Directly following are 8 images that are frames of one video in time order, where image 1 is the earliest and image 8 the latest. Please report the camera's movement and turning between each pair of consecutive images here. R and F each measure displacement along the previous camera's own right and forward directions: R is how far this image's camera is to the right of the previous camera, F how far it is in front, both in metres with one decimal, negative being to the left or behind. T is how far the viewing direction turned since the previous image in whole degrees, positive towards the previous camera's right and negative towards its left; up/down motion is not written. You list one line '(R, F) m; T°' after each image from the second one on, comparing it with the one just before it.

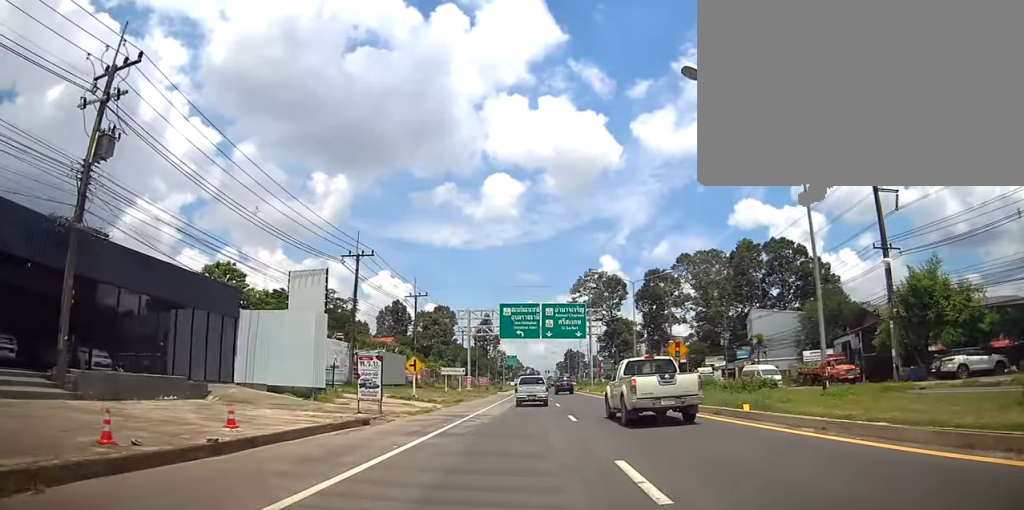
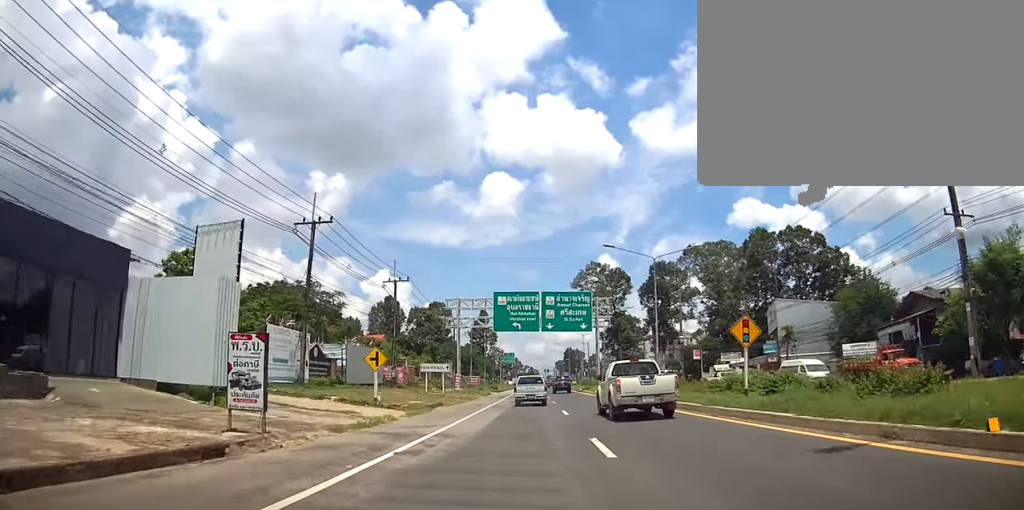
(+0.2, +8.7) m; 0°
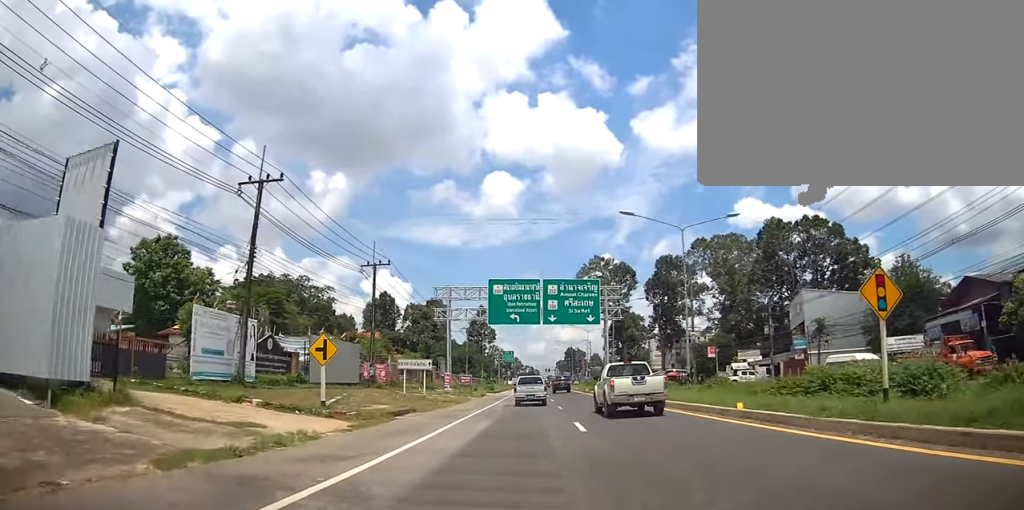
(-0.1, +7.2) m; -1°
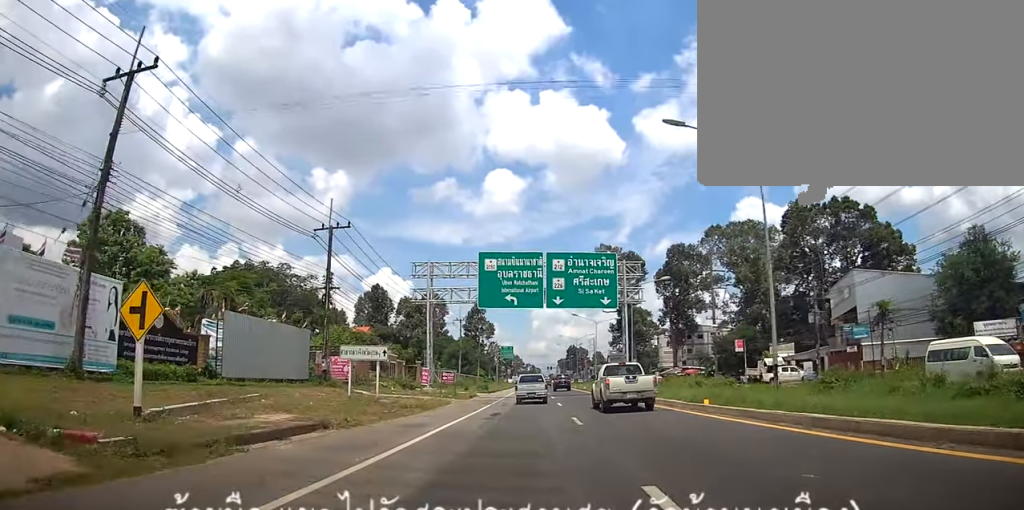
(-0.1, +10.6) m; -1°
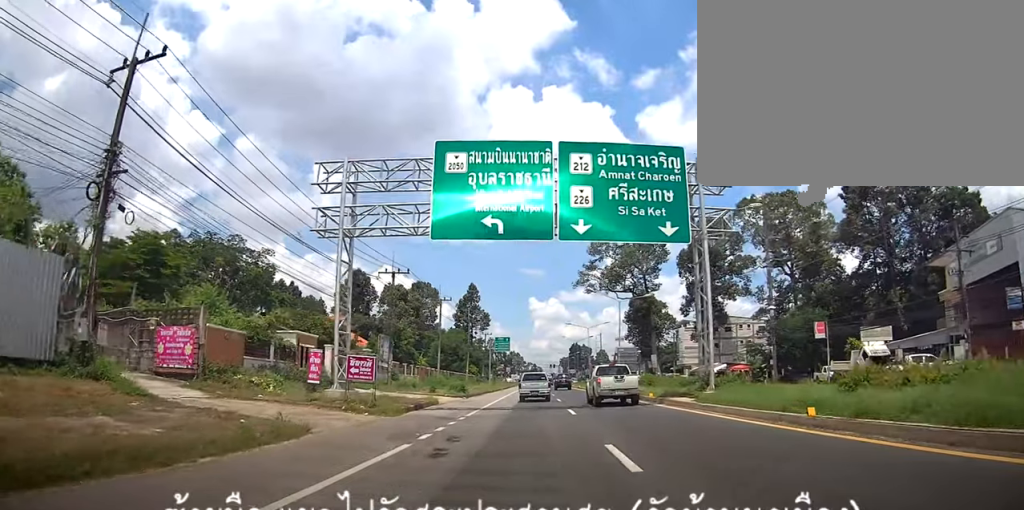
(-0.1, +20.2) m; 0°
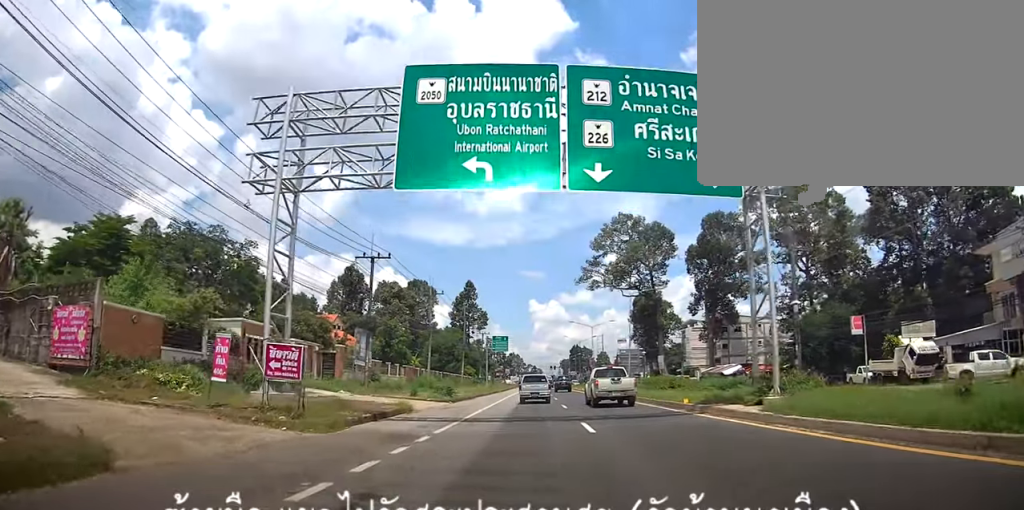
(0.0, +6.2) m; 0°
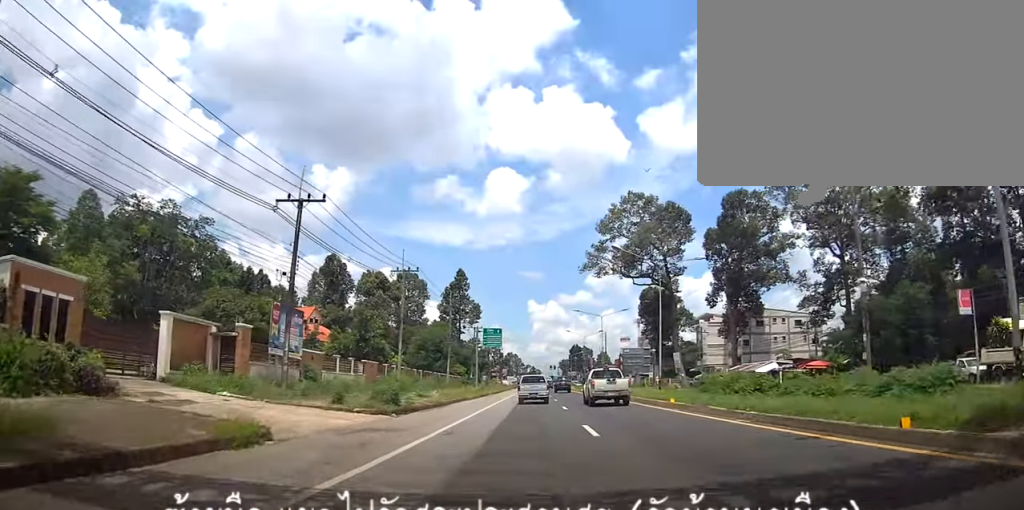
(+0.1, +12.8) m; 0°
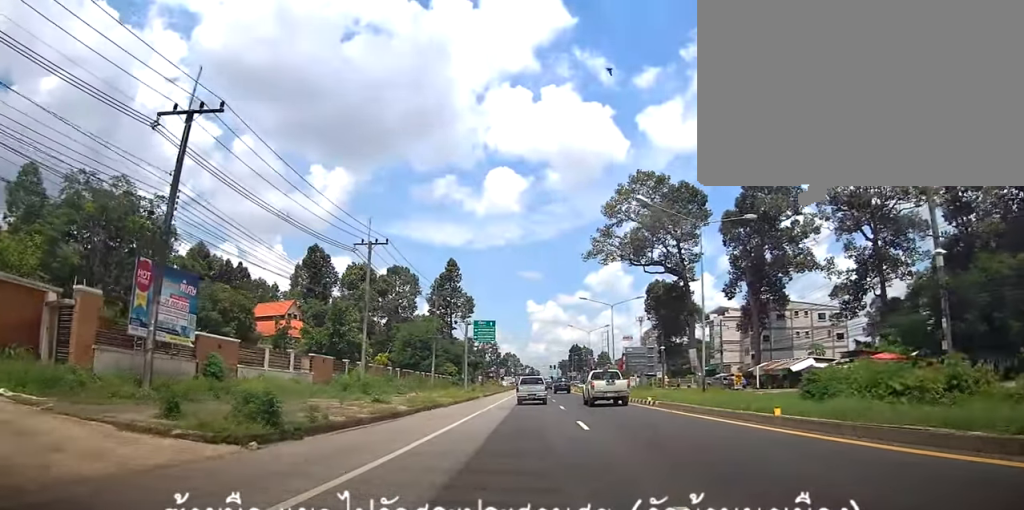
(-0.1, +10.0) m; 0°
